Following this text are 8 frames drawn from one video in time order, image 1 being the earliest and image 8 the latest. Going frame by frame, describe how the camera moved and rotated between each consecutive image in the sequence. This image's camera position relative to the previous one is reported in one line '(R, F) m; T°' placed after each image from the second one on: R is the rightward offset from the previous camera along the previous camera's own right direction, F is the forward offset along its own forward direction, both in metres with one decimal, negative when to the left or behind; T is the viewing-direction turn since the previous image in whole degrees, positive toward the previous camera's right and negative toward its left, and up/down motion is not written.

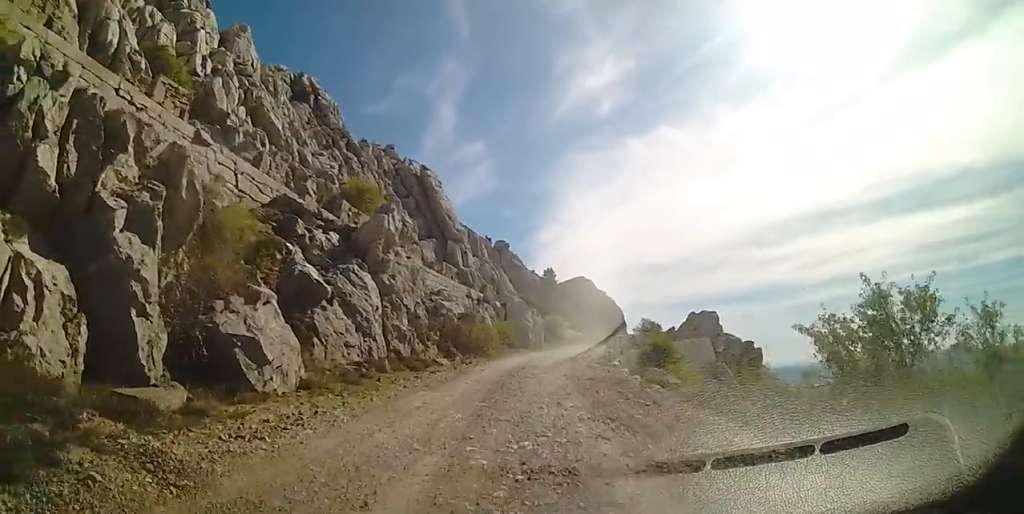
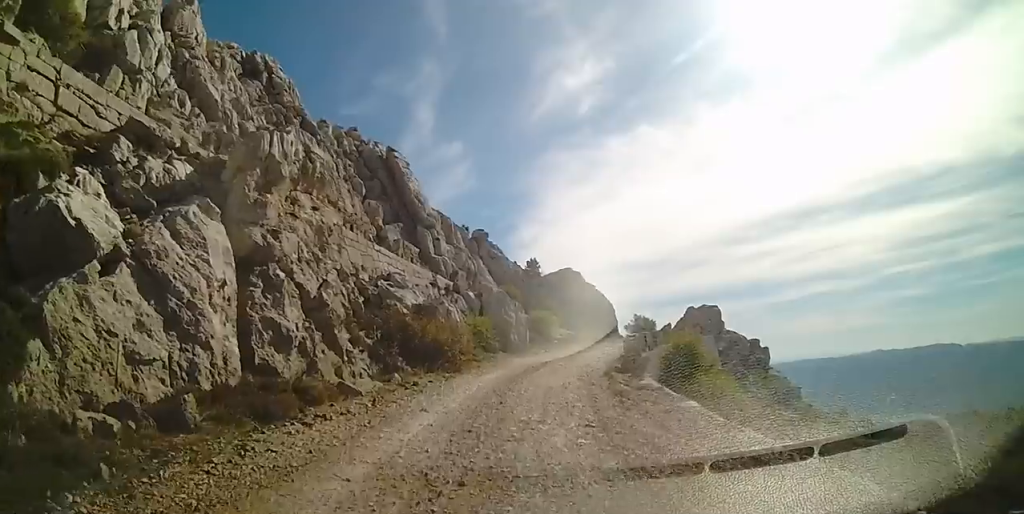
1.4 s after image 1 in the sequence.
(+0.5, +8.3) m; +5°
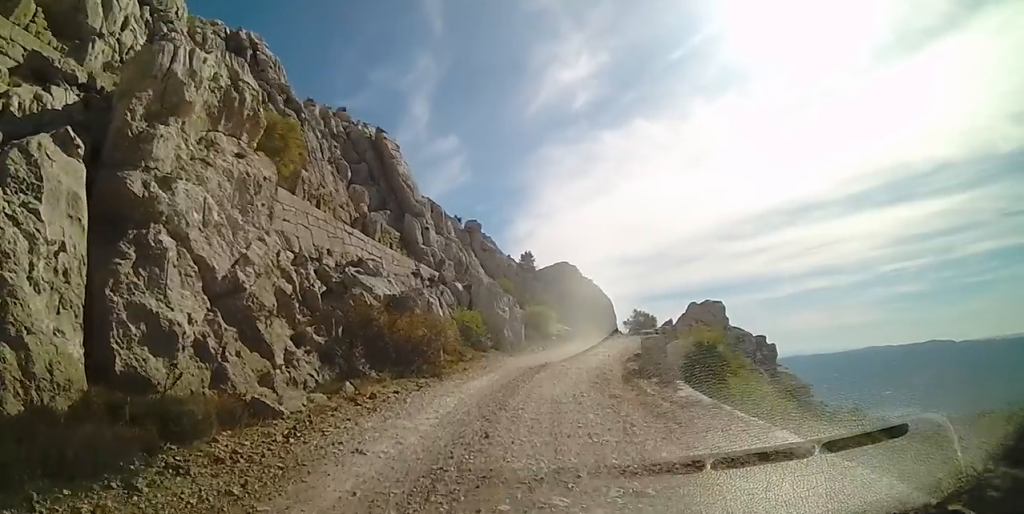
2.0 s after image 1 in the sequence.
(+0.1, +3.6) m; +2°
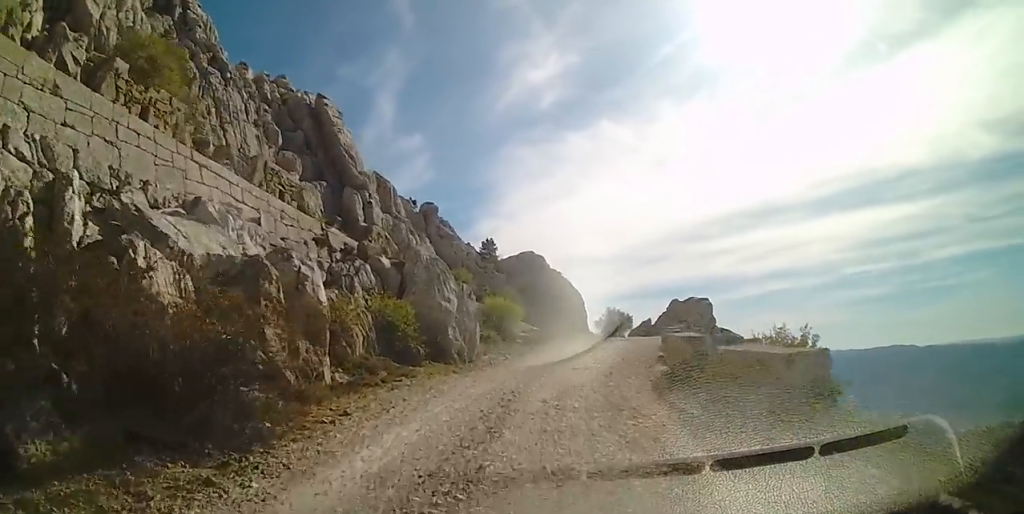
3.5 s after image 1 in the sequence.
(+0.4, +9.0) m; +4°
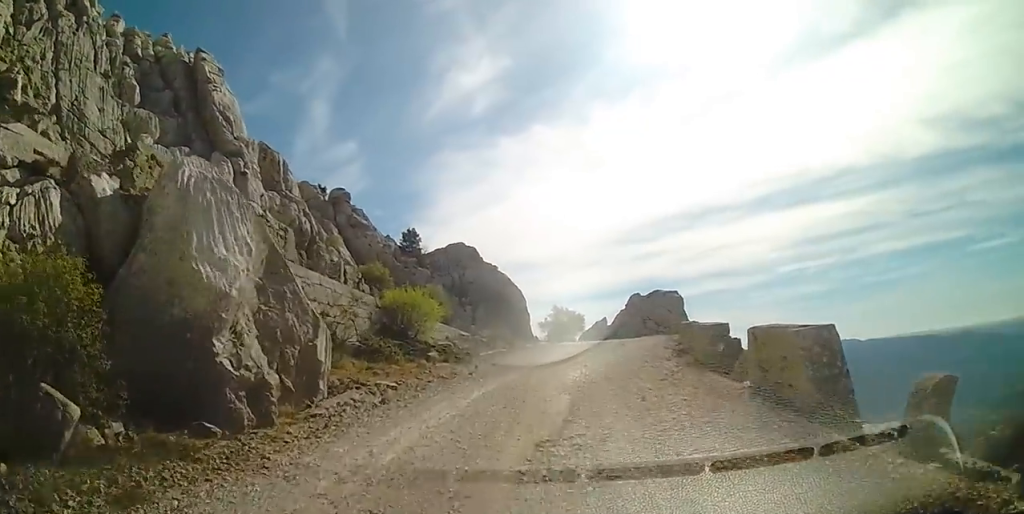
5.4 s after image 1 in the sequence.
(+0.2, +11.5) m; +7°
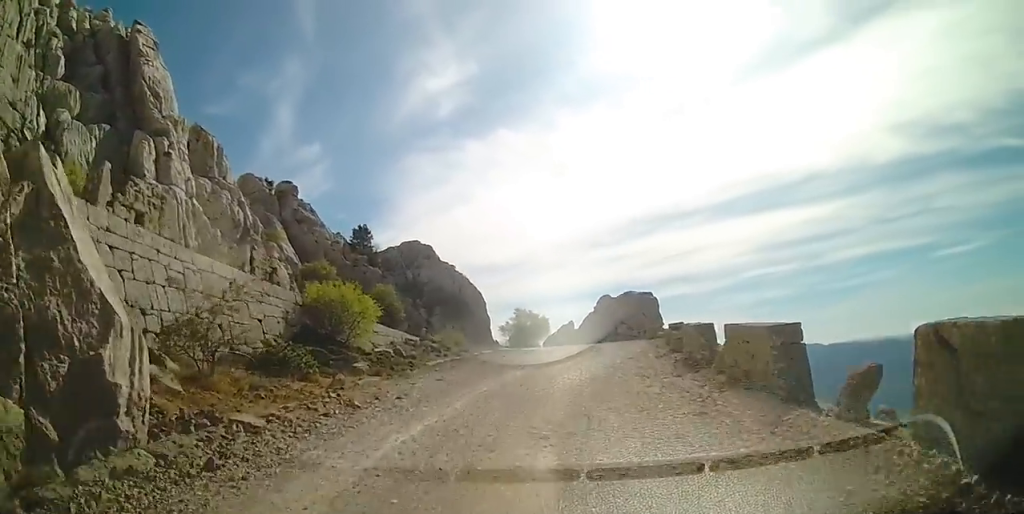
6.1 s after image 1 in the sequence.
(+0.3, +4.7) m; +6°
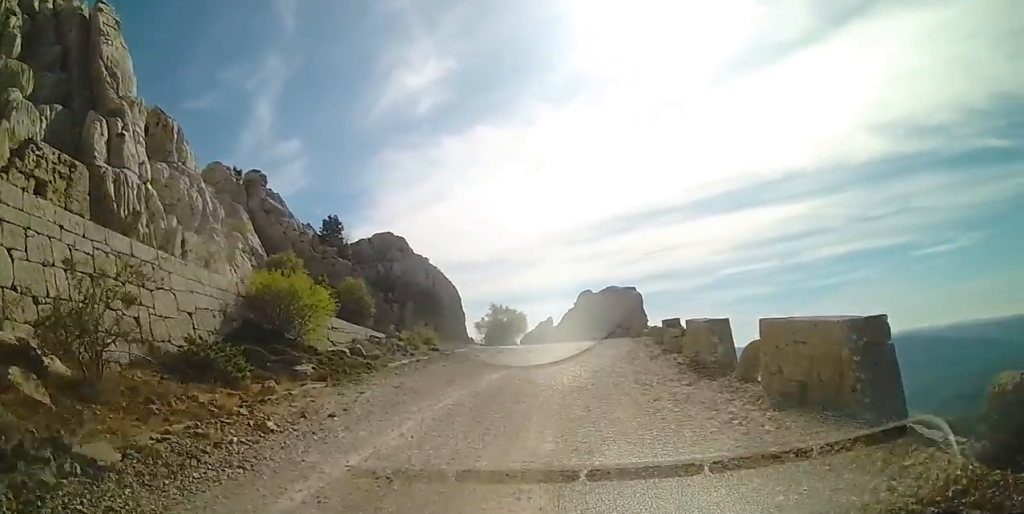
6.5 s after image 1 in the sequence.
(+0.1, +2.5) m; +1°
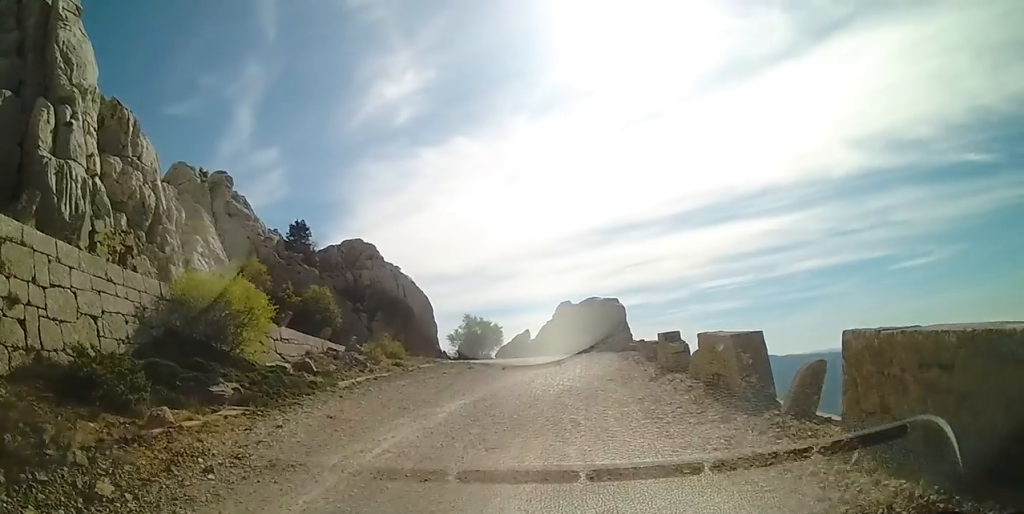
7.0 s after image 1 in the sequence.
(0.0, +2.7) m; +1°
